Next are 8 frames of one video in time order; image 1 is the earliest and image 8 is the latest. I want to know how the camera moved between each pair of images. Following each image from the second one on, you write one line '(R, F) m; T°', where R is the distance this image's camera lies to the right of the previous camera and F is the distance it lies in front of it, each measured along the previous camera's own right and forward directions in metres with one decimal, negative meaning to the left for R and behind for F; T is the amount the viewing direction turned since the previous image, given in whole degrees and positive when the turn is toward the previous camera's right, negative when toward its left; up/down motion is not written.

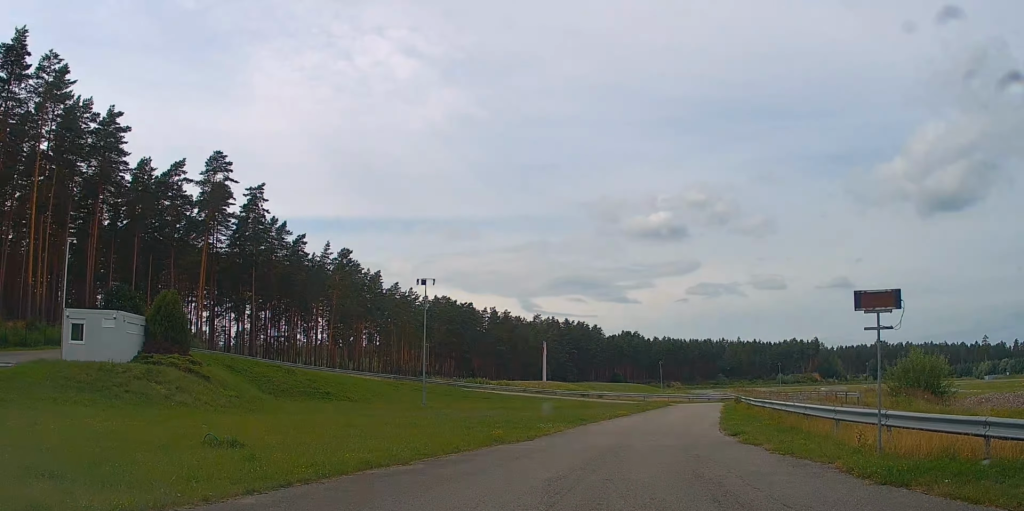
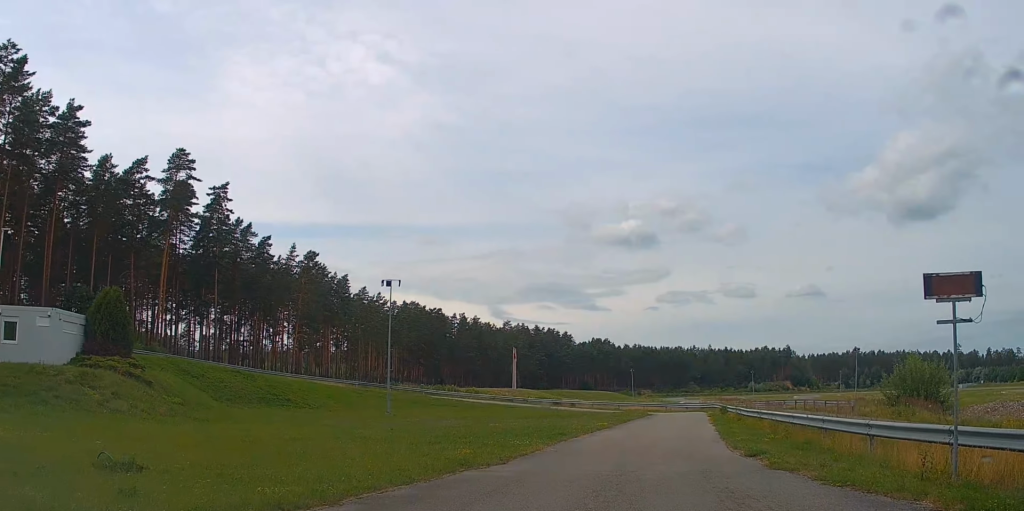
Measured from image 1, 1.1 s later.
(+0.3, +6.7) m; +7°
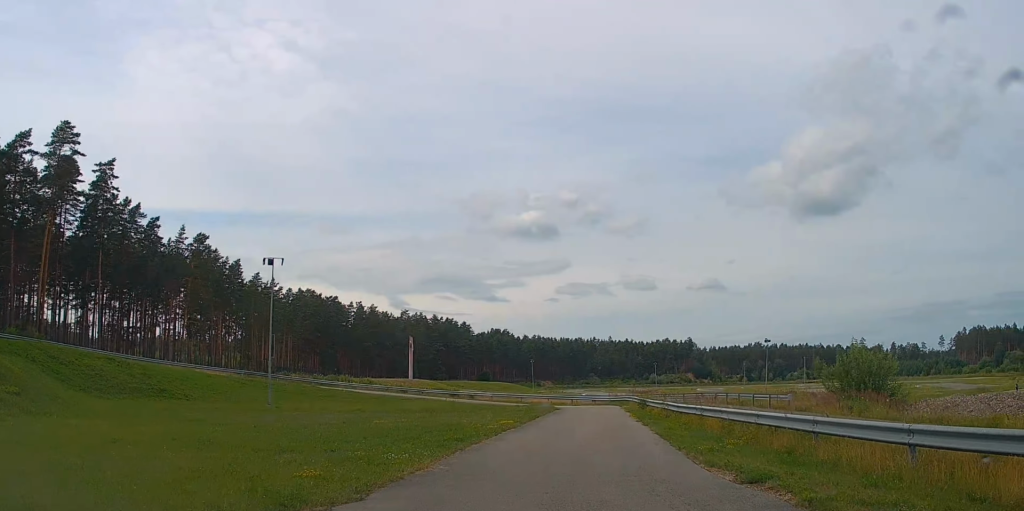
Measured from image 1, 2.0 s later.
(+0.6, +8.5) m; +7°
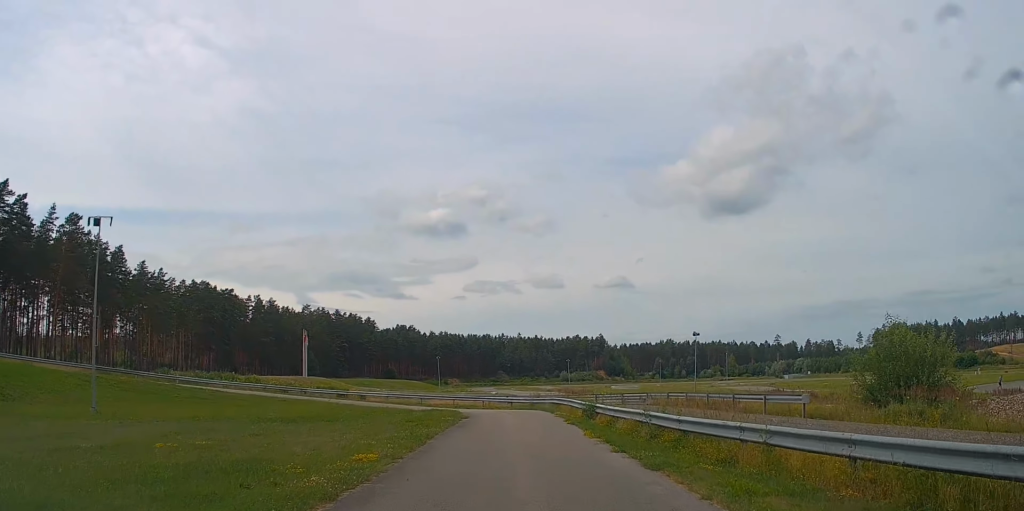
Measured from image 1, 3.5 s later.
(+0.9, +17.2) m; +4°
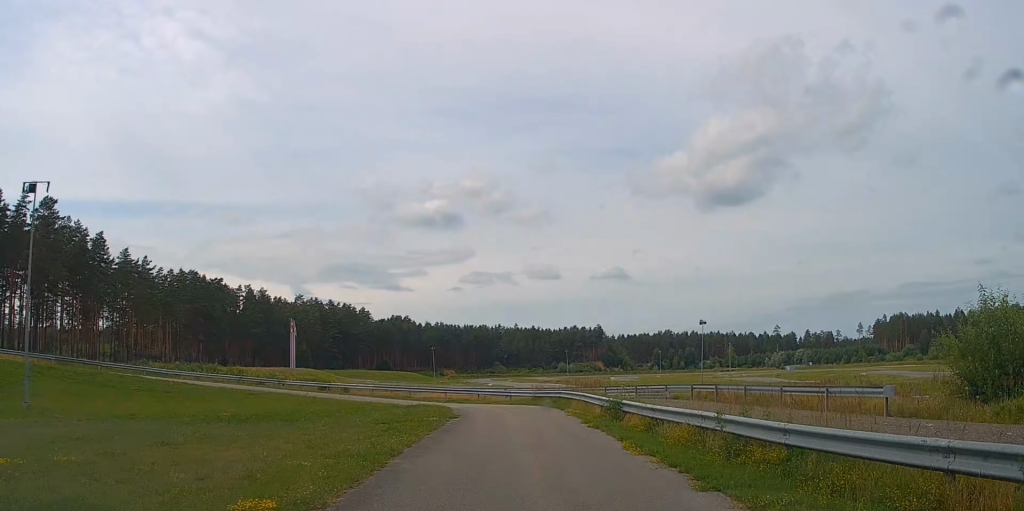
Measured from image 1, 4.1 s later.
(+0.1, +7.3) m; 0°
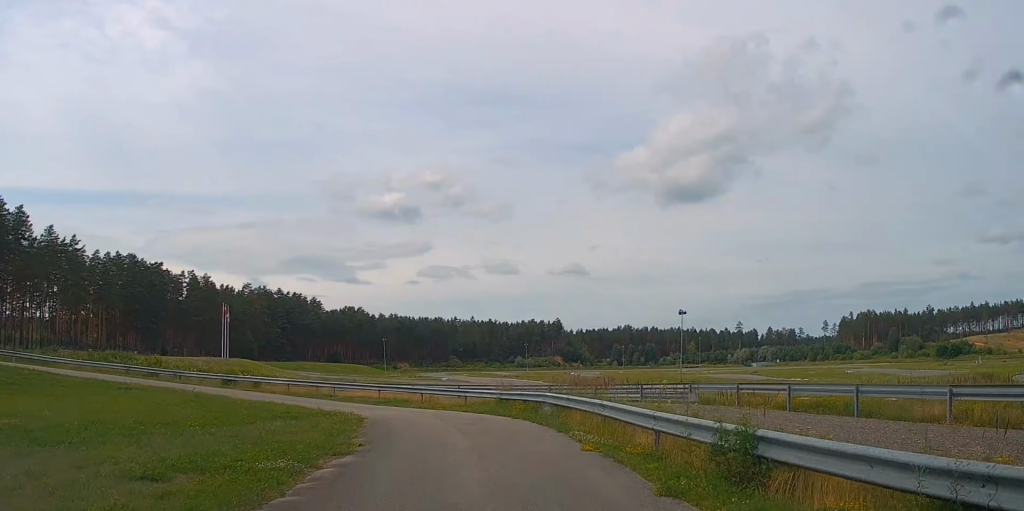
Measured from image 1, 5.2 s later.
(0.0, +14.3) m; -2°
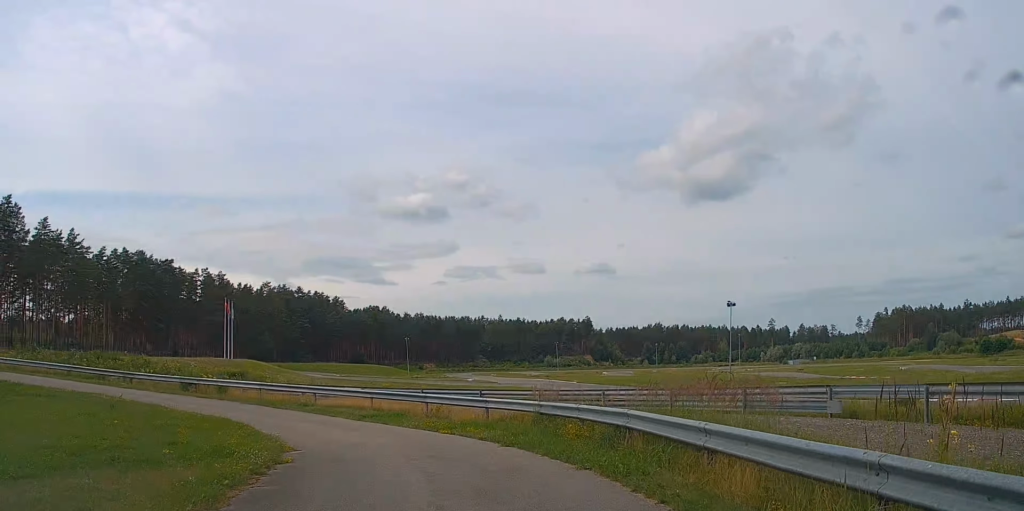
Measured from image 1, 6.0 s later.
(-0.3, +11.4) m; -4°
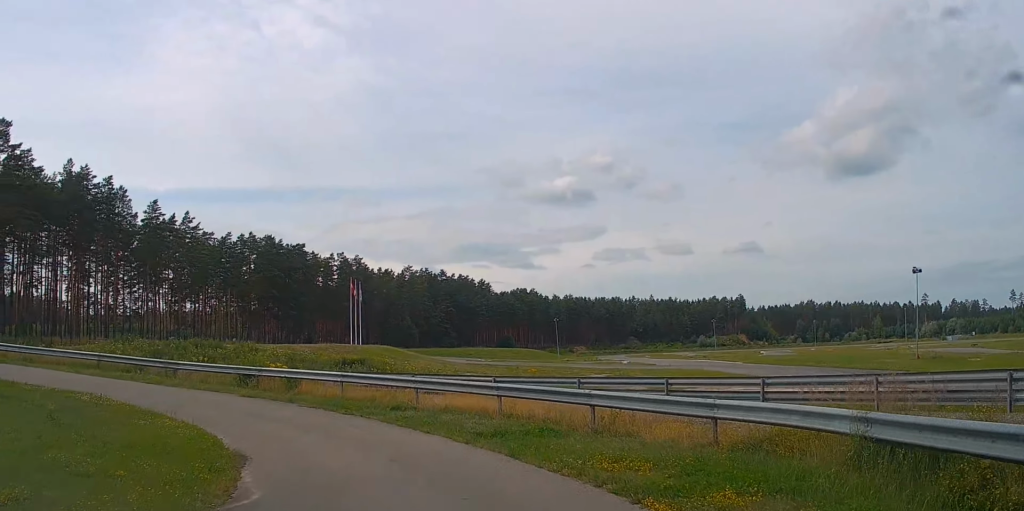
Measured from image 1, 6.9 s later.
(-0.4, +12.1) m; -8°
